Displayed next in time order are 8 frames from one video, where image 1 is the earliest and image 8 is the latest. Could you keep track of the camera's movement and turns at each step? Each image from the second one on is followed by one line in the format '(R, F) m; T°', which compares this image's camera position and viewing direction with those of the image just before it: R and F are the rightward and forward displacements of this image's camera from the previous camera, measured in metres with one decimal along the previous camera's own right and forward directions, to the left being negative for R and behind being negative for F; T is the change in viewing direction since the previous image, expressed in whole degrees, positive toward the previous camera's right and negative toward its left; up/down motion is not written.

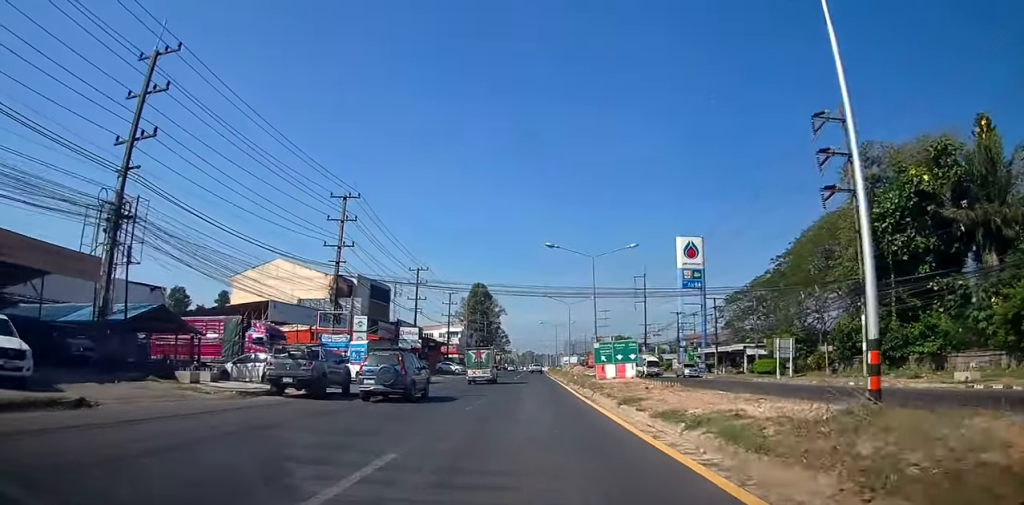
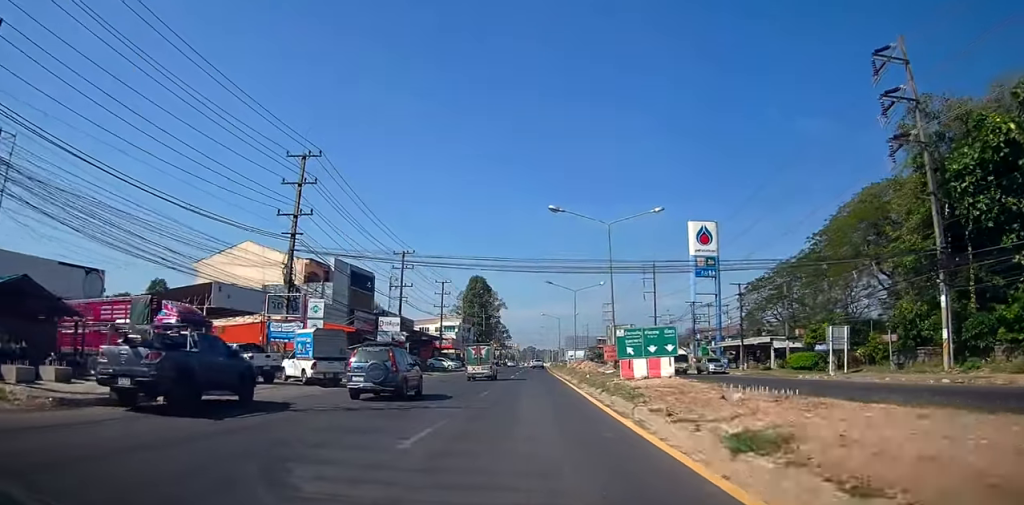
(-0.1, +8.7) m; 0°
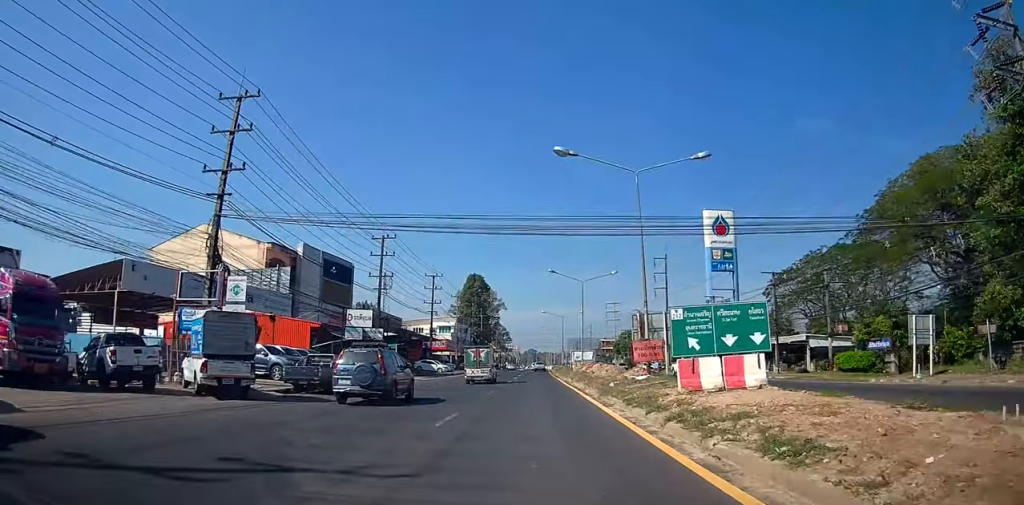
(0.0, +9.3) m; 0°
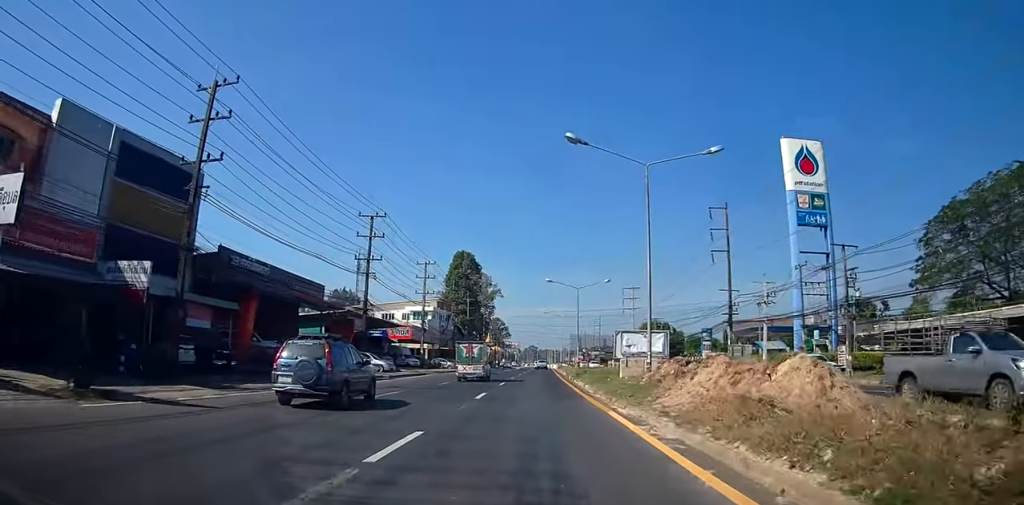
(-0.3, +33.0) m; 0°
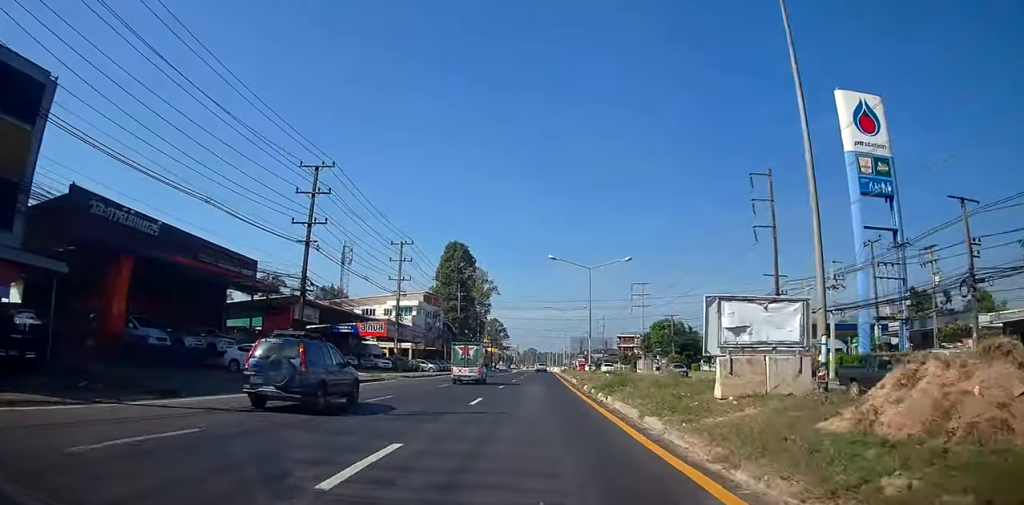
(+0.1, +14.3) m; +1°
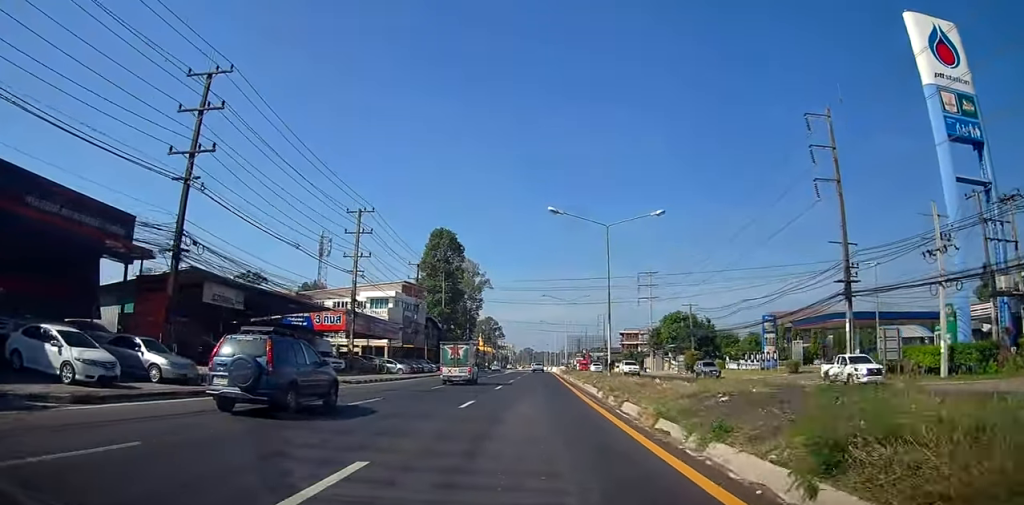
(+0.1, +14.3) m; 0°
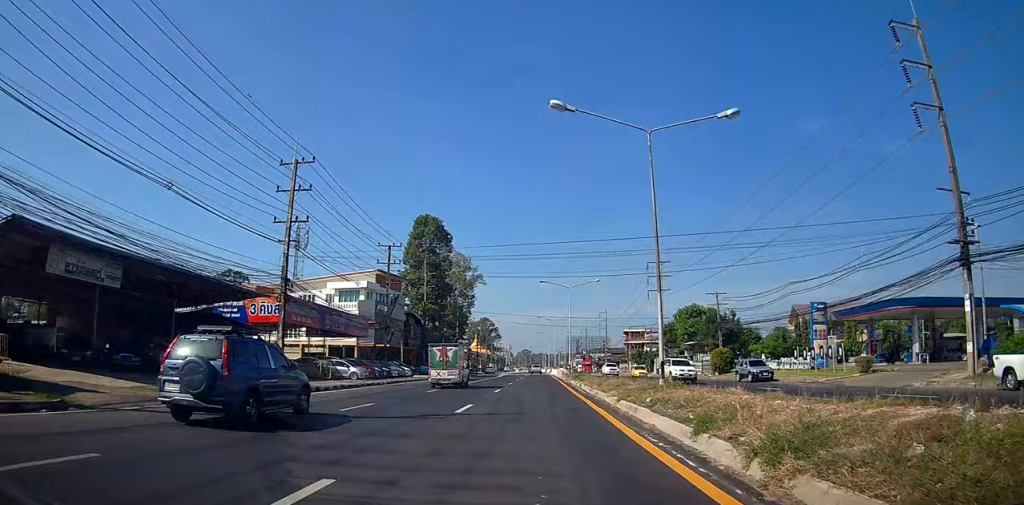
(0.0, +13.5) m; 0°
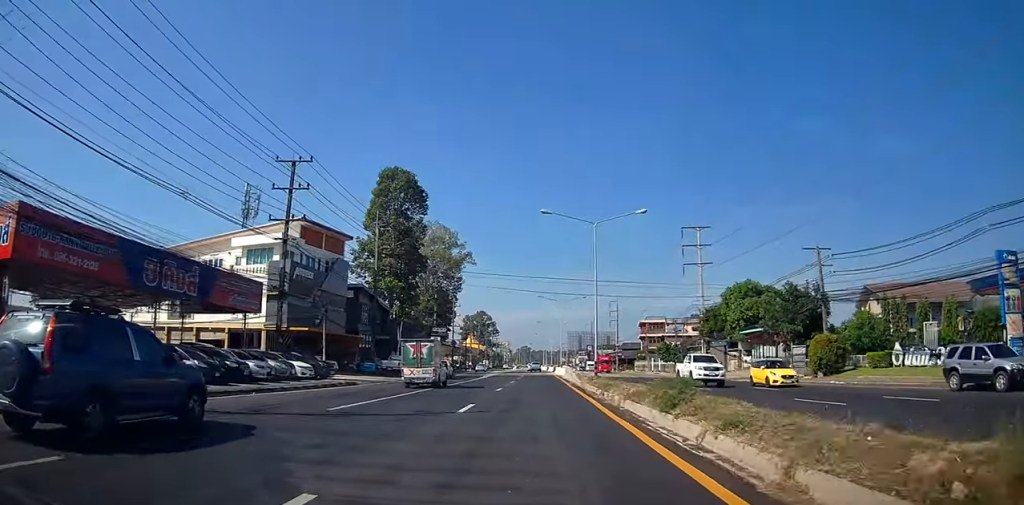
(+0.3, +25.6) m; +1°
